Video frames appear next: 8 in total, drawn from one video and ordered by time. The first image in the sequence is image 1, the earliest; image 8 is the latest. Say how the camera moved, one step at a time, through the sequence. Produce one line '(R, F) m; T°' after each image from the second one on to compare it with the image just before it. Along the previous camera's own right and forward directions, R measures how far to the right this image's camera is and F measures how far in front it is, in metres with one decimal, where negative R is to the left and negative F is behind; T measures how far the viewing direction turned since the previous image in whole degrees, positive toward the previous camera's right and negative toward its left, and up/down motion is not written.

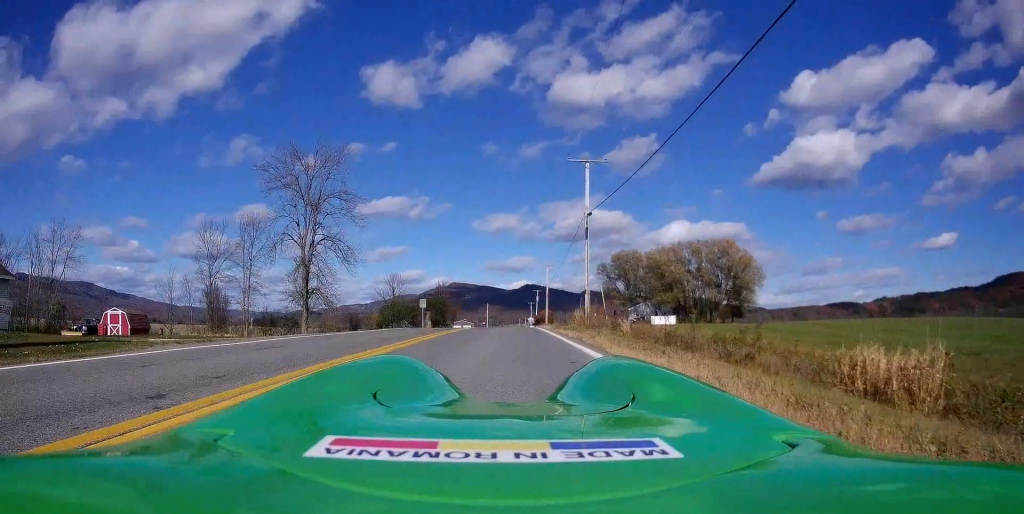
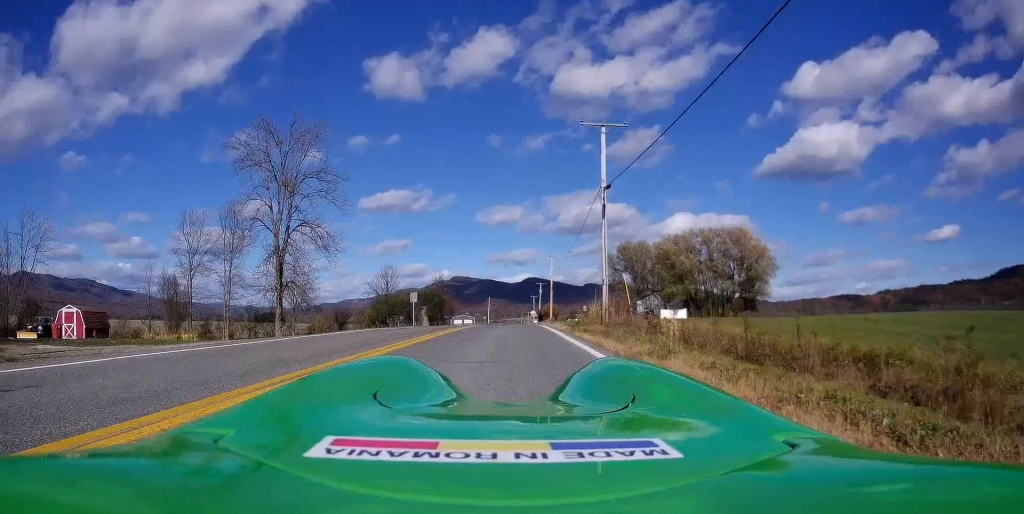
(+0.4, +5.8) m; +3°
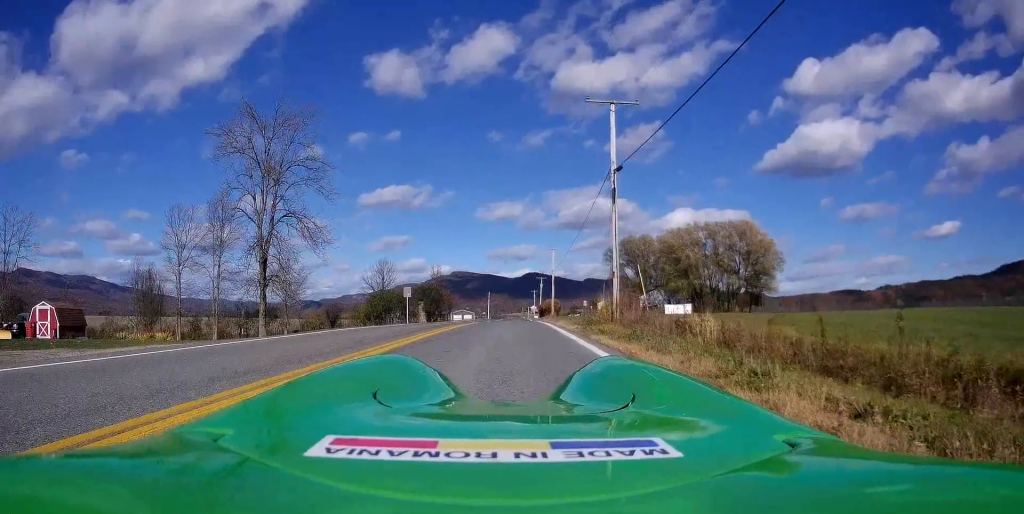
(-0.1, +2.7) m; 0°
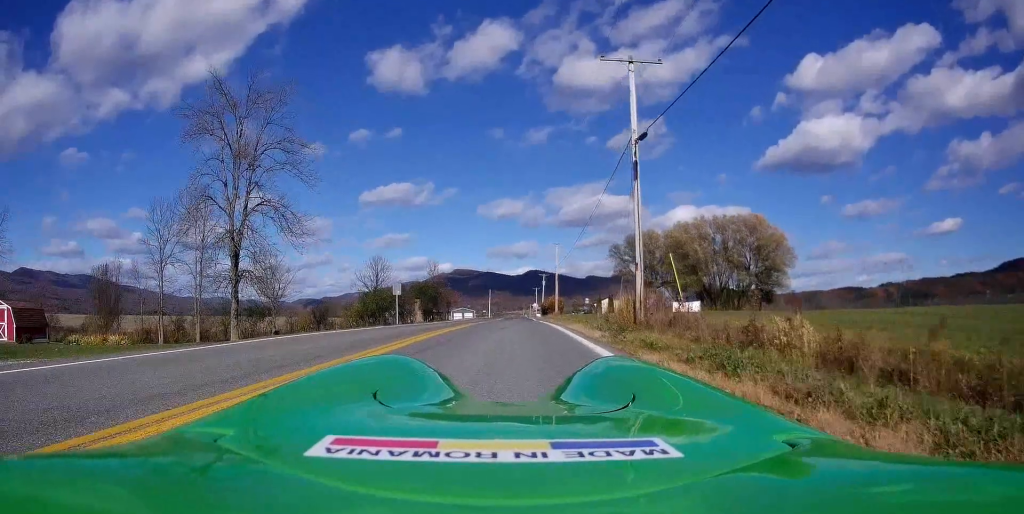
(+0.1, +4.3) m; 0°
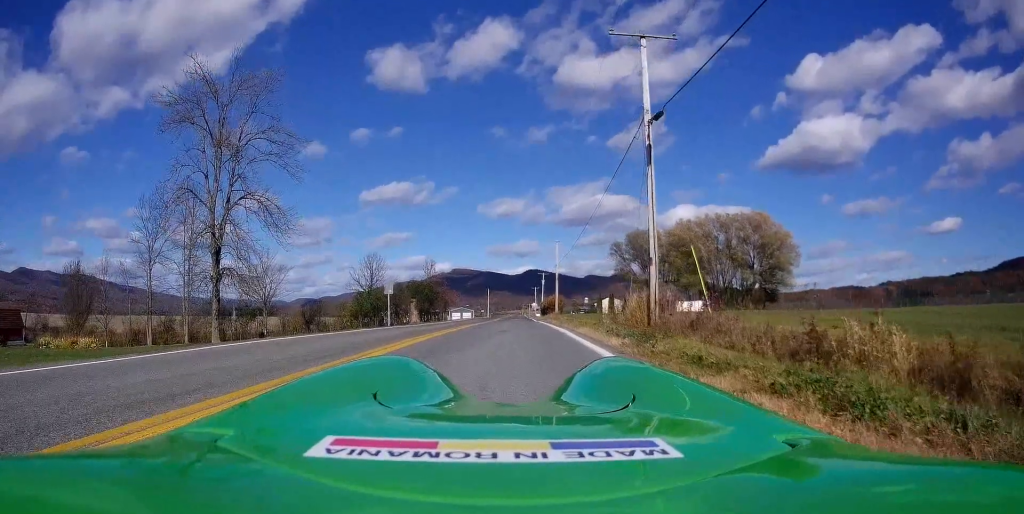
(-0.1, +2.4) m; -5°
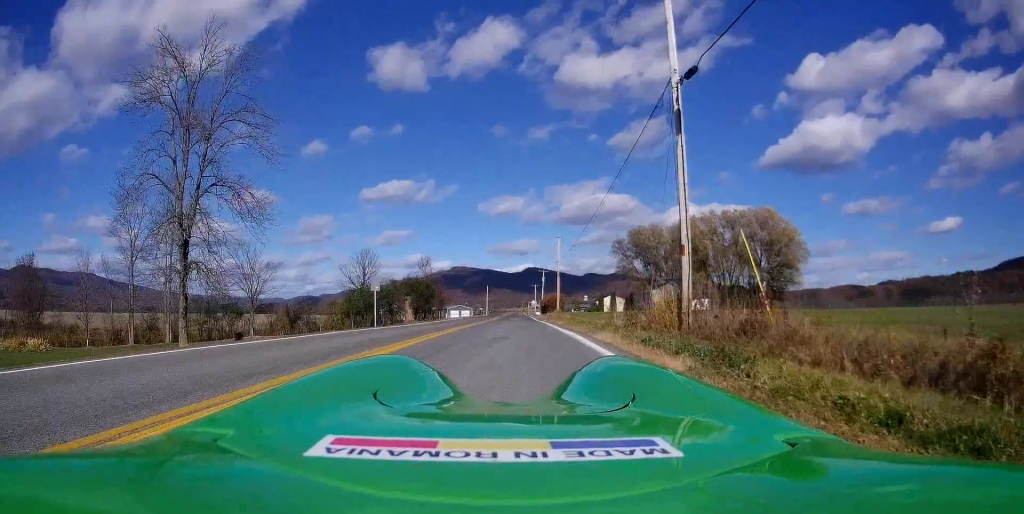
(-0.3, +3.6) m; +2°
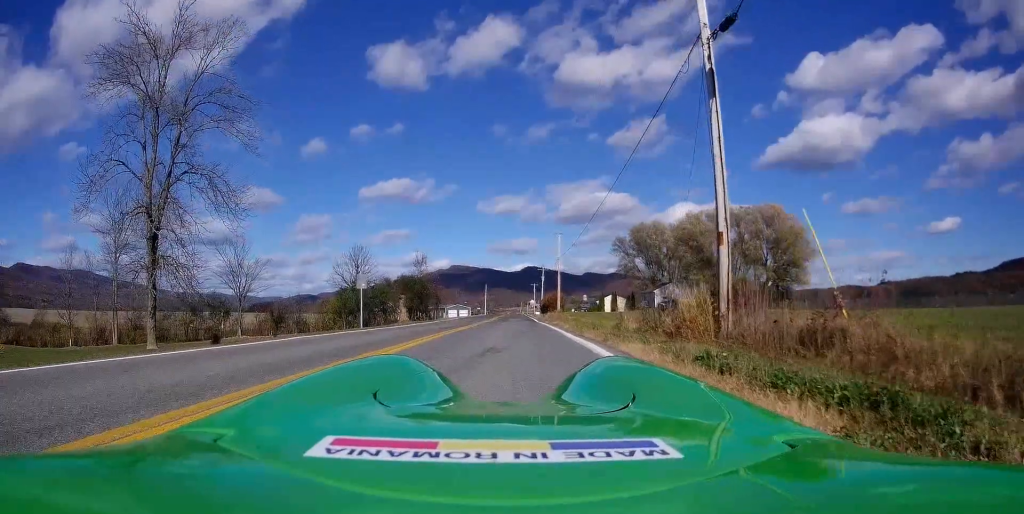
(+0.3, +2.9) m; +3°
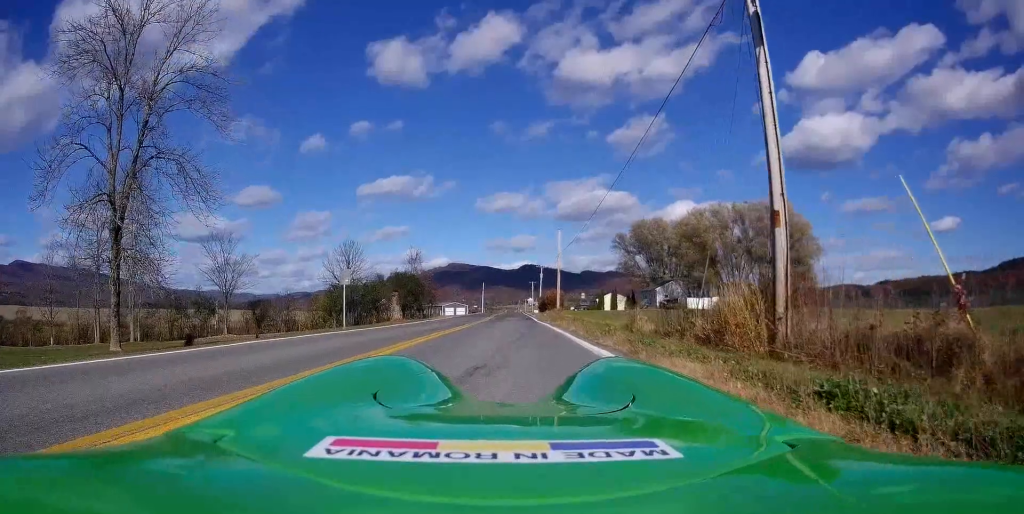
(+0.1, +2.8) m; -3°
